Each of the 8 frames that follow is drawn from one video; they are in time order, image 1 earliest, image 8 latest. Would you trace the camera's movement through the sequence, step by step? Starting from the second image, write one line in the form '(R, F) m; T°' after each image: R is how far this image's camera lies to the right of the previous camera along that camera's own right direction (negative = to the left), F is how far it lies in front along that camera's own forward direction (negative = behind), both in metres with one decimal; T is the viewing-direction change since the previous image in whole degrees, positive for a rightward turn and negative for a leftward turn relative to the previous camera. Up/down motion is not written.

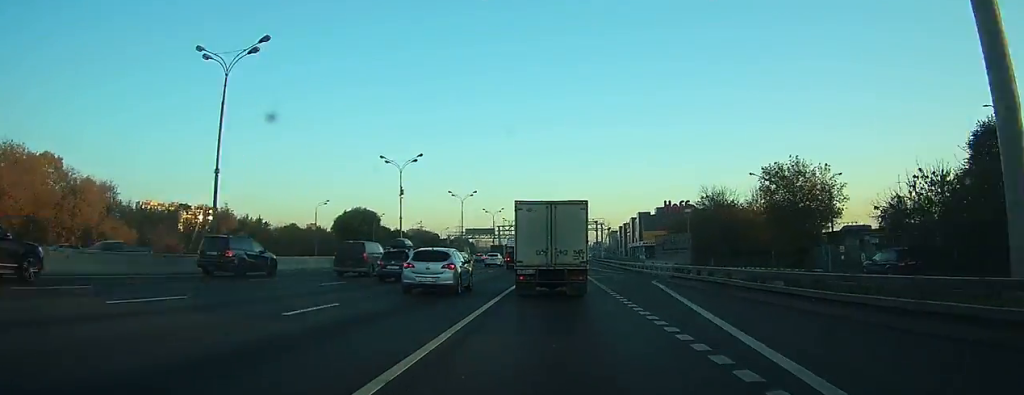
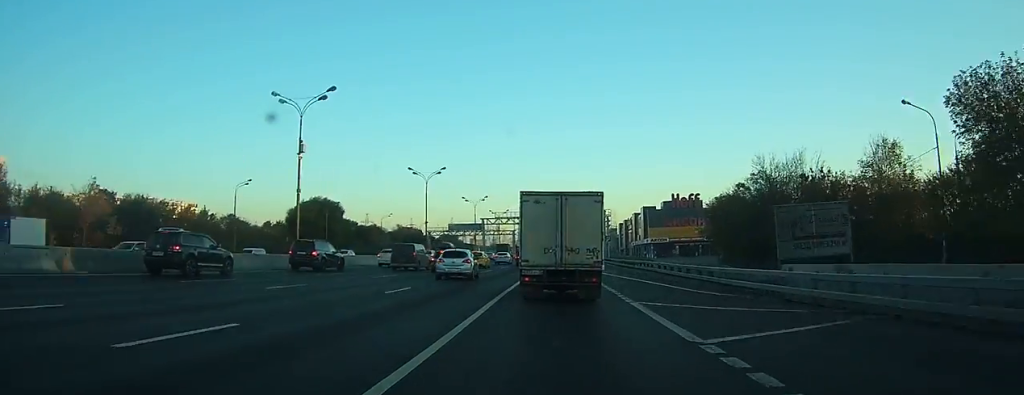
(0.0, +28.3) m; 0°
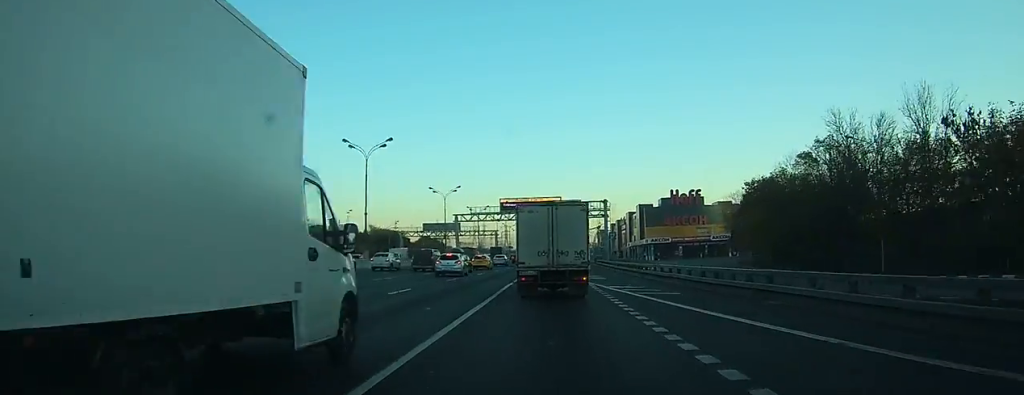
(+0.1, +23.9) m; 0°
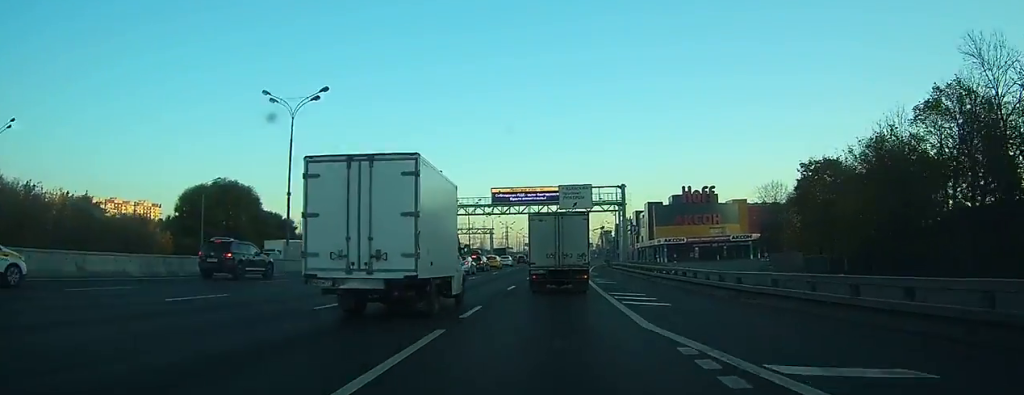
(+0.1, +20.2) m; 0°
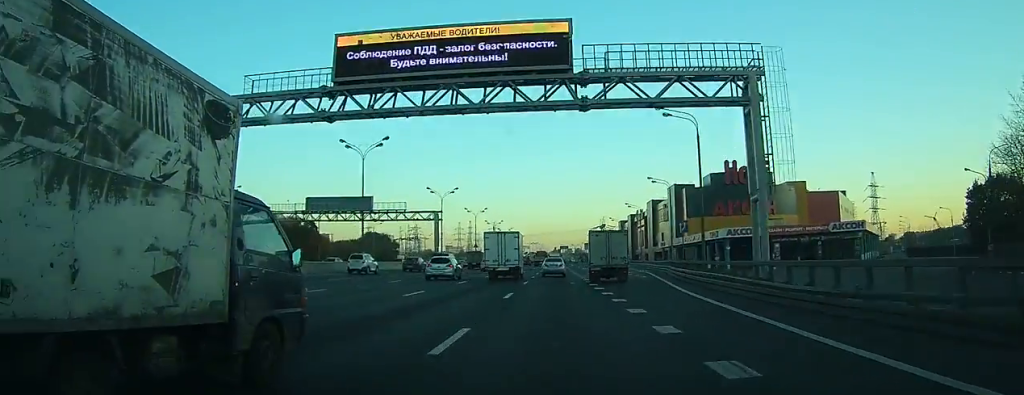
(+0.6, +66.8) m; +1°
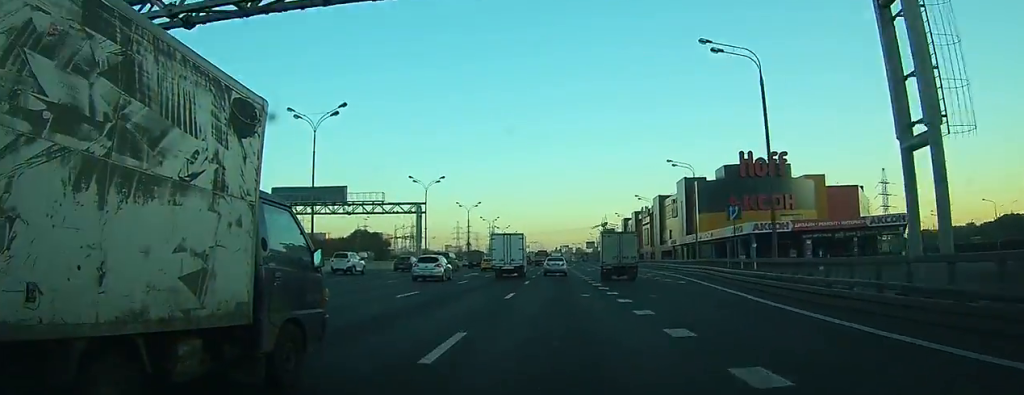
(0.0, +11.8) m; 0°
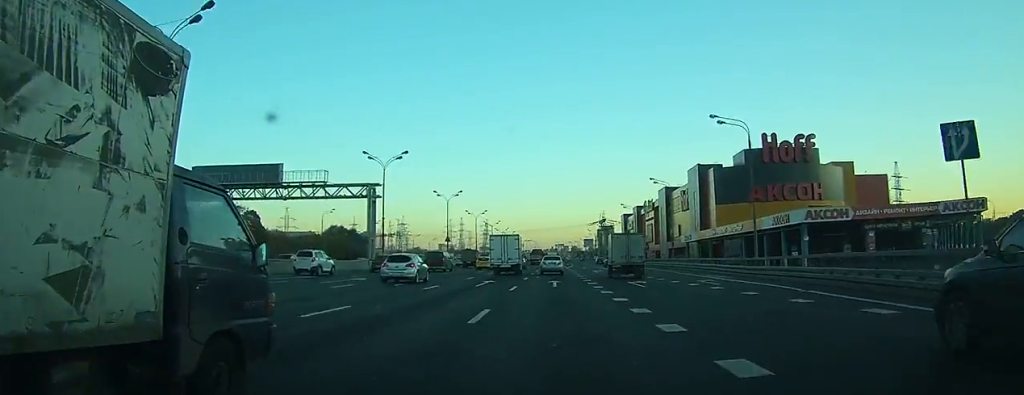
(0.0, +17.4) m; 0°
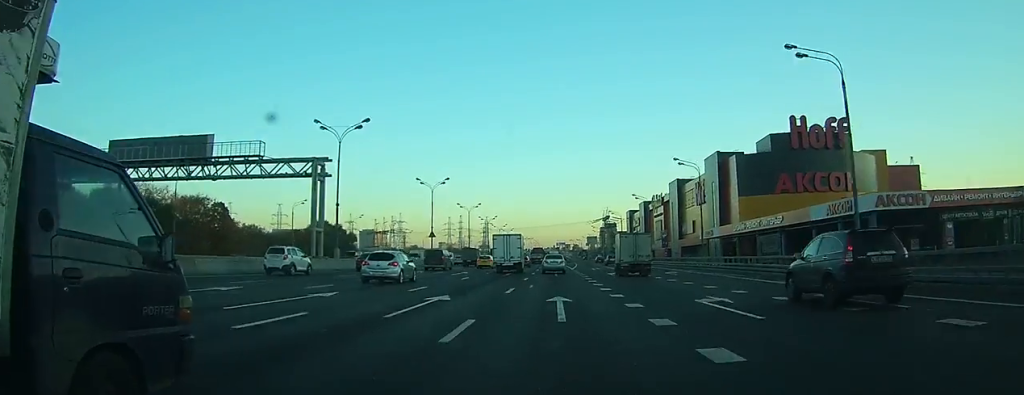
(+0.1, +12.8) m; 0°
